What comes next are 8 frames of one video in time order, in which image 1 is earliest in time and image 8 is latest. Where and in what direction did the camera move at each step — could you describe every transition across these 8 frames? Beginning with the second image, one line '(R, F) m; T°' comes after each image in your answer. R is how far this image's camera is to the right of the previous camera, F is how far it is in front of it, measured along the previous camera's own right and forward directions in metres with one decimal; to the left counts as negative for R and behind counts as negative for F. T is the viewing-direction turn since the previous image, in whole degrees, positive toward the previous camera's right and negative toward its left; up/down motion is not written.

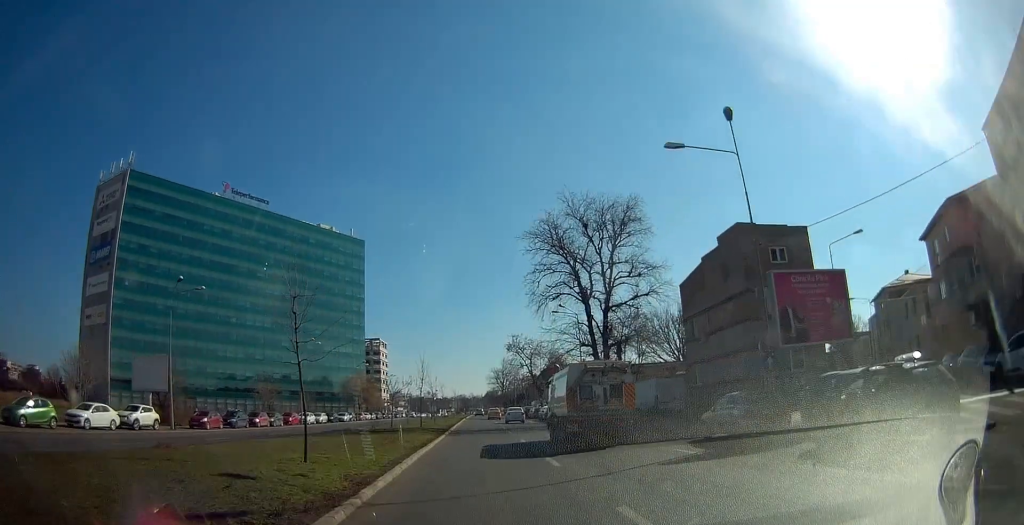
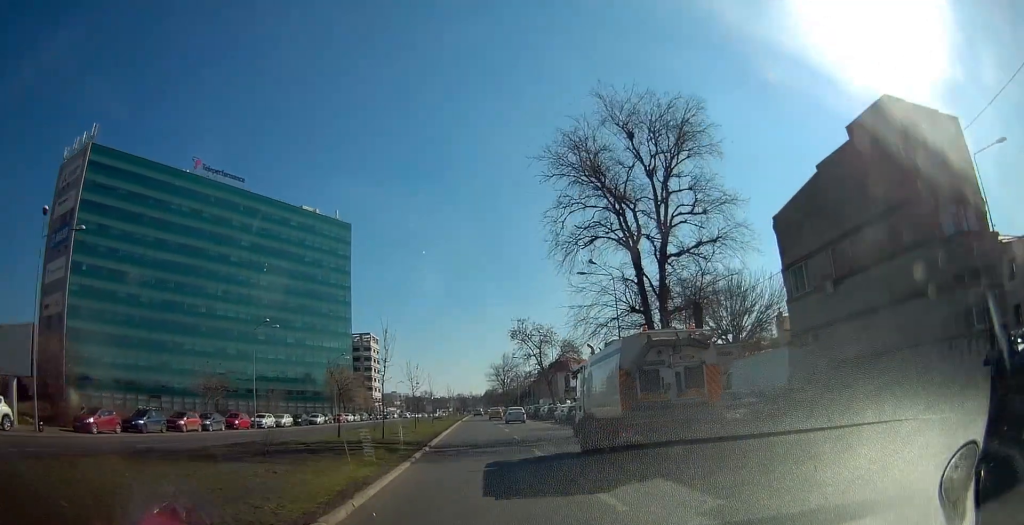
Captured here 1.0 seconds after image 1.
(-0.5, +15.1) m; 0°
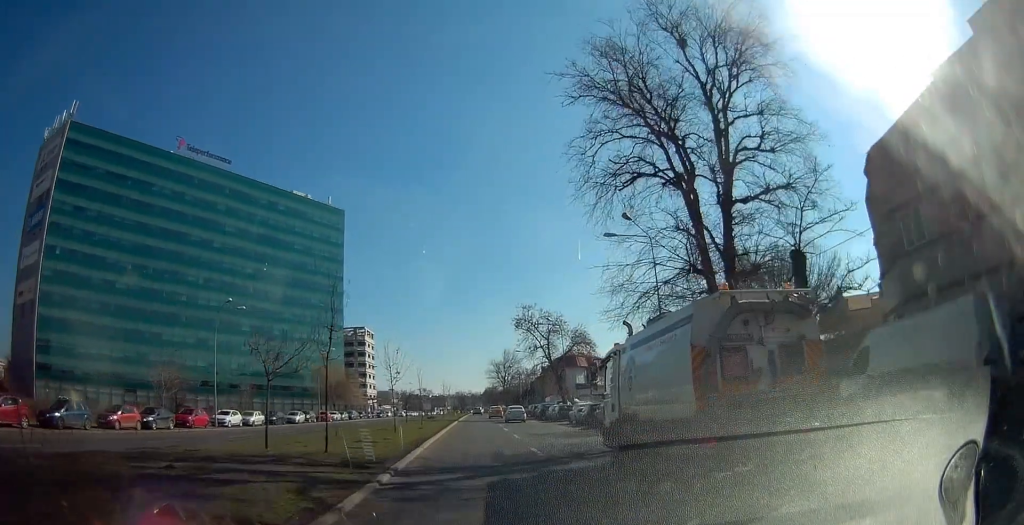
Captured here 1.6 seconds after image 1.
(+0.3, +8.9) m; 0°
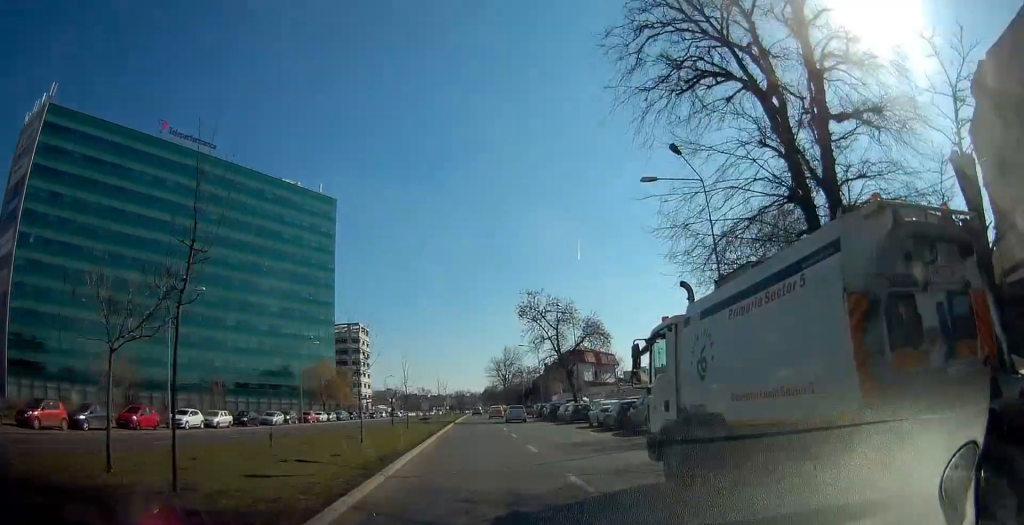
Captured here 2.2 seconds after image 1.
(+0.1, +7.9) m; 0°
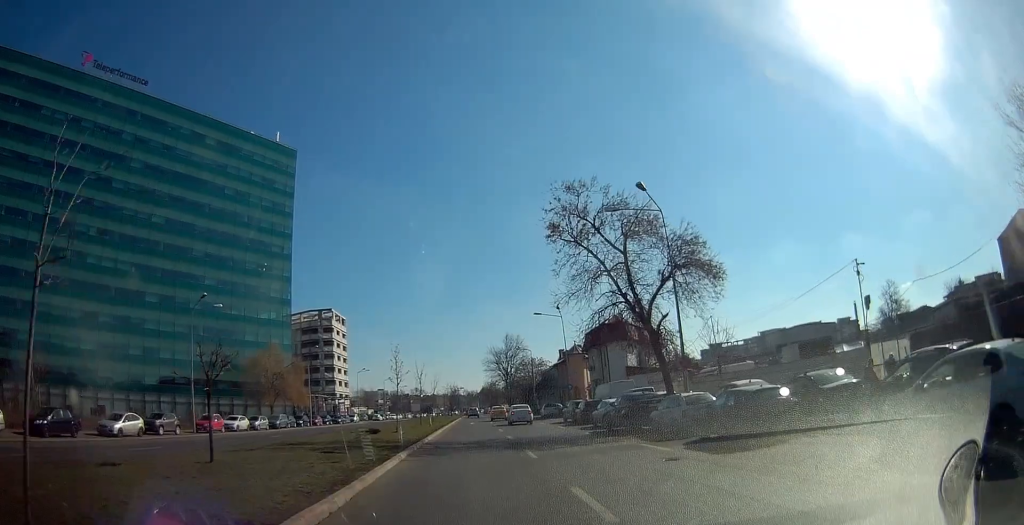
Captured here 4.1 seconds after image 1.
(+0.1, +28.5) m; +2°
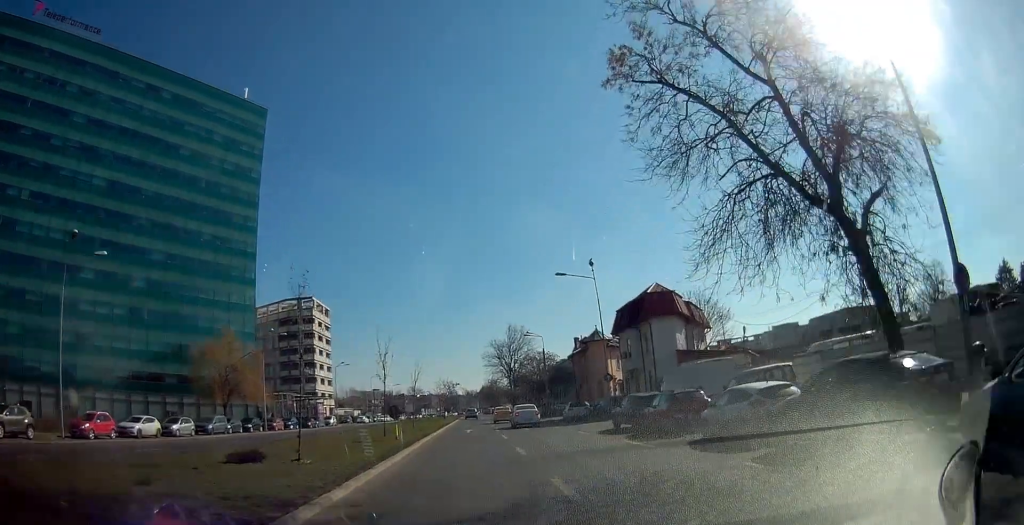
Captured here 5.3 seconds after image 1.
(+0.2, +16.9) m; +1°
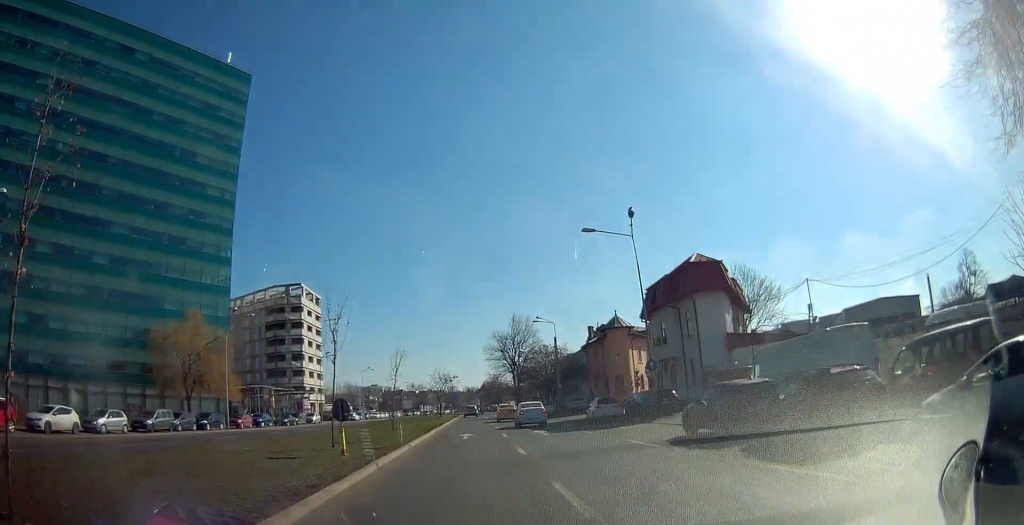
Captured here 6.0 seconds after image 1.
(0.0, +10.1) m; 0°
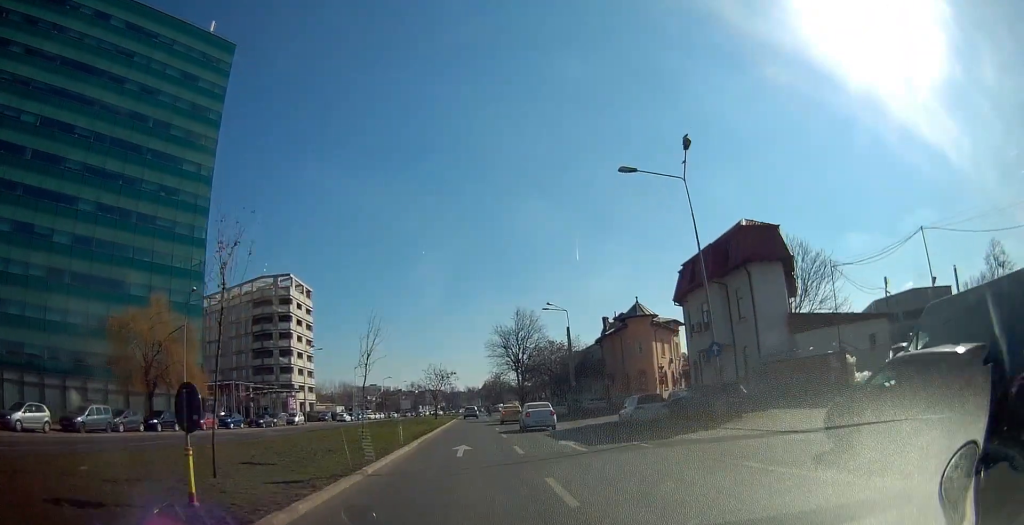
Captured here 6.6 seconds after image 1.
(0.0, +8.4) m; -1°
